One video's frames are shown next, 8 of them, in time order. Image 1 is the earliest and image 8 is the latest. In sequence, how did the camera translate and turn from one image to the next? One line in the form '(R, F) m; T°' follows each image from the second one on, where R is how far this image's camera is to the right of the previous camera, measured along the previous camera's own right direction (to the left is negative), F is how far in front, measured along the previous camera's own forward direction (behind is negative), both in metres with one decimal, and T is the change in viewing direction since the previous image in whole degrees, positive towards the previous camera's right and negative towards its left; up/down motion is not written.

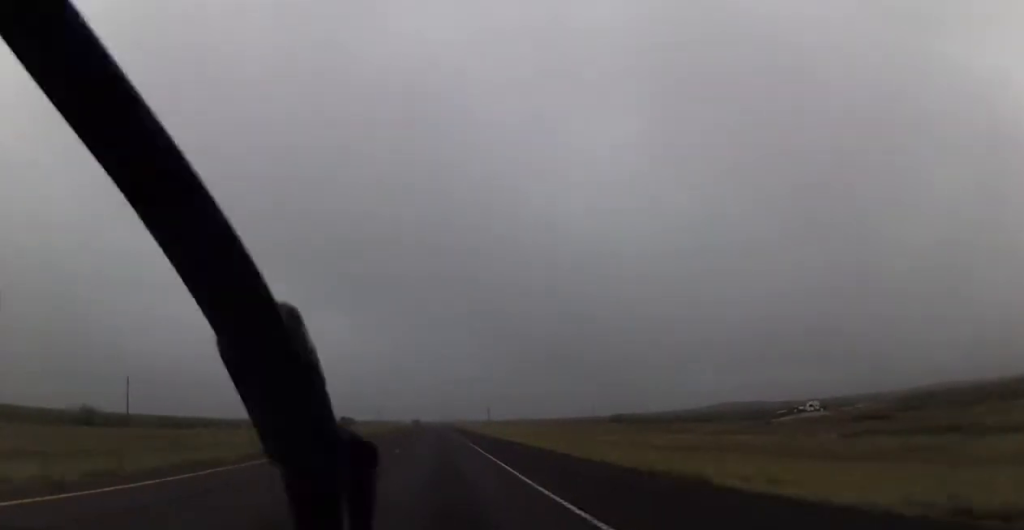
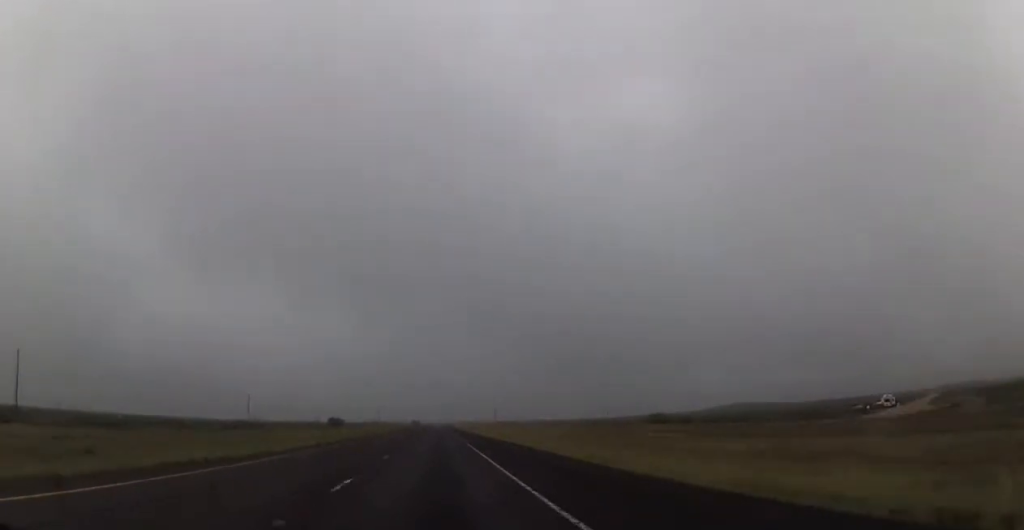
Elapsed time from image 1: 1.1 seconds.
(0.0, +38.5) m; 0°
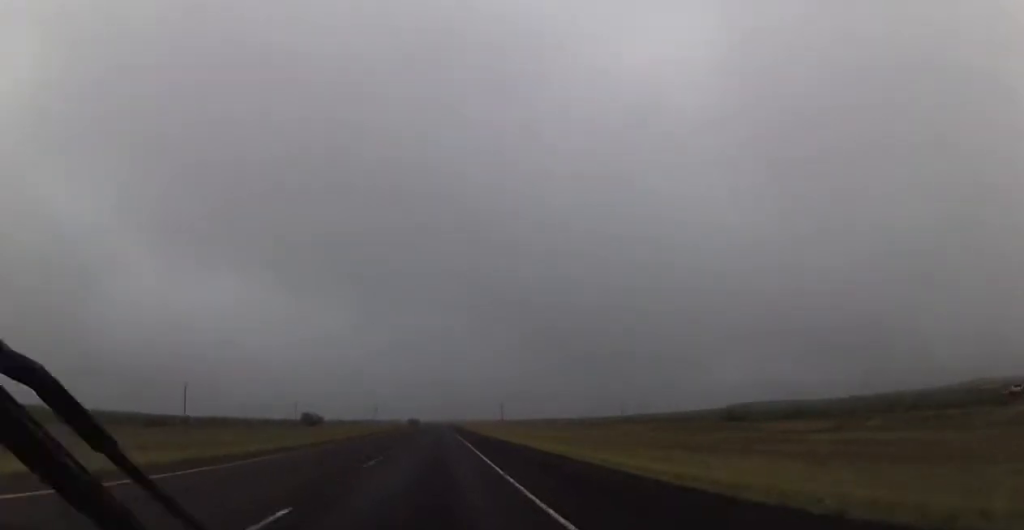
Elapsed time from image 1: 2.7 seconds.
(-0.6, +54.8) m; 0°
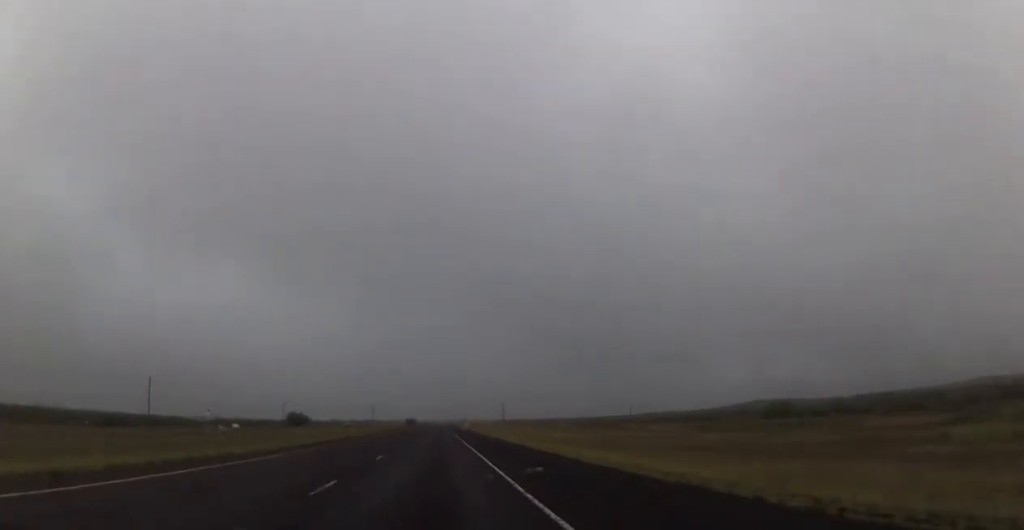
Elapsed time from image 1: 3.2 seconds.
(+0.4, +19.8) m; 0°
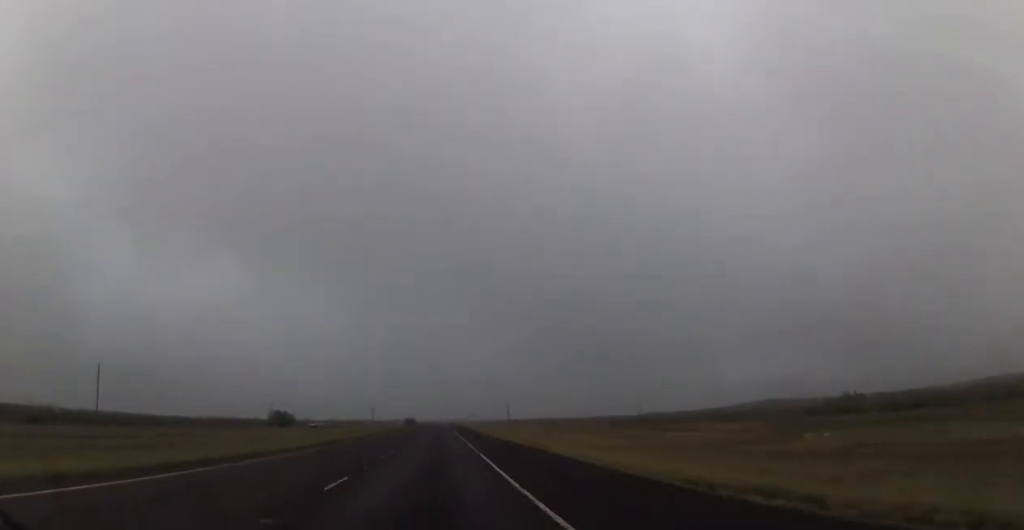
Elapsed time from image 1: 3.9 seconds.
(0.0, +23.3) m; 0°
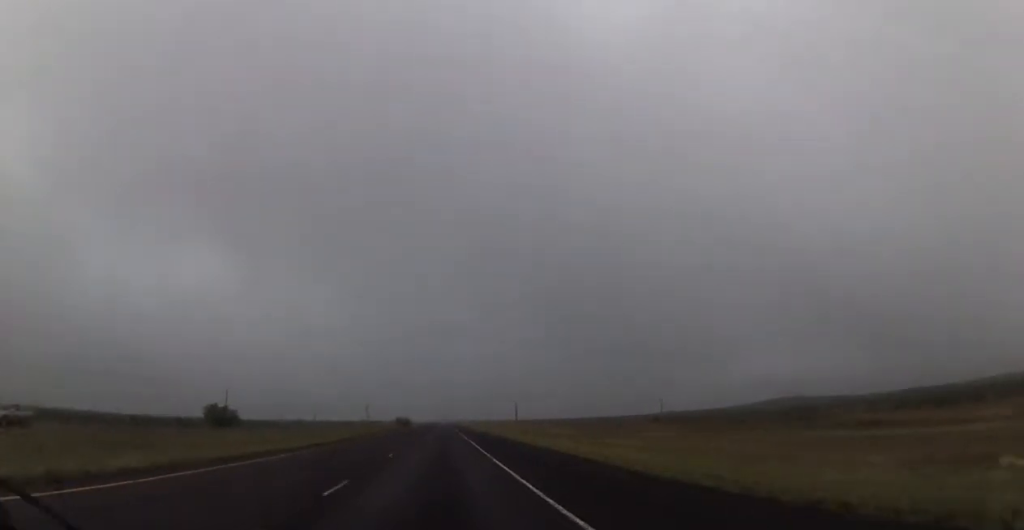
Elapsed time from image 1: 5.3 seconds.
(-0.7, +50.3) m; -1°
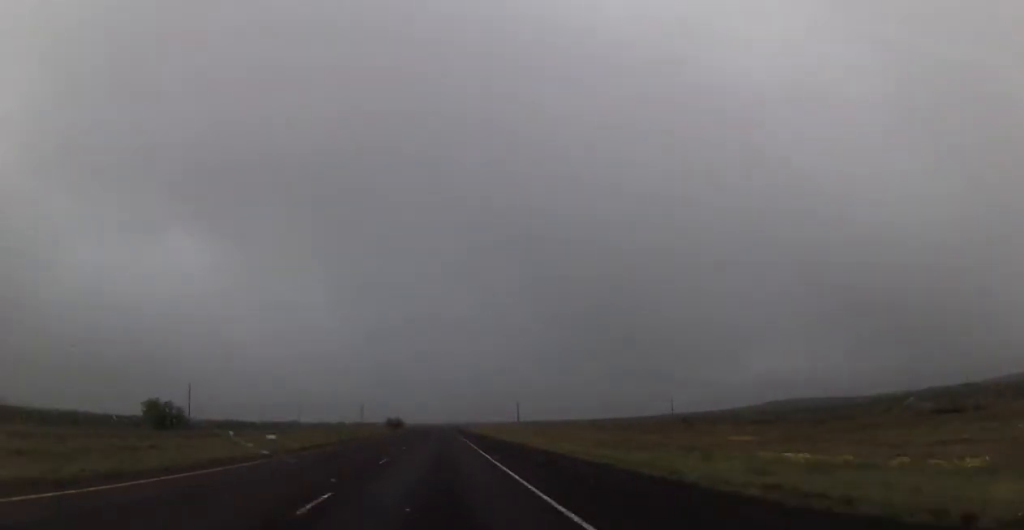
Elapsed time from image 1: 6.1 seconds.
(+0.1, +26.9) m; +1°
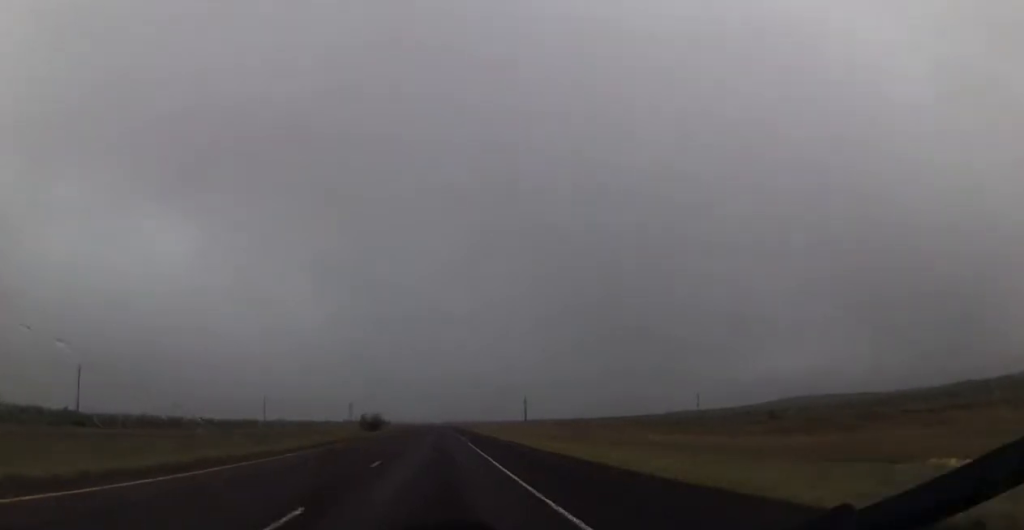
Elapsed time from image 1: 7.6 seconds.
(+0.7, +51.4) m; 0°
